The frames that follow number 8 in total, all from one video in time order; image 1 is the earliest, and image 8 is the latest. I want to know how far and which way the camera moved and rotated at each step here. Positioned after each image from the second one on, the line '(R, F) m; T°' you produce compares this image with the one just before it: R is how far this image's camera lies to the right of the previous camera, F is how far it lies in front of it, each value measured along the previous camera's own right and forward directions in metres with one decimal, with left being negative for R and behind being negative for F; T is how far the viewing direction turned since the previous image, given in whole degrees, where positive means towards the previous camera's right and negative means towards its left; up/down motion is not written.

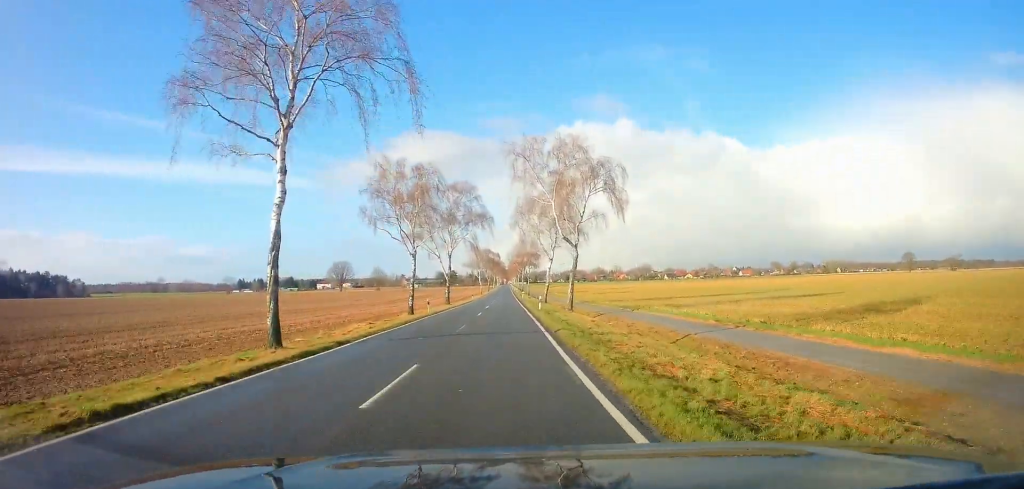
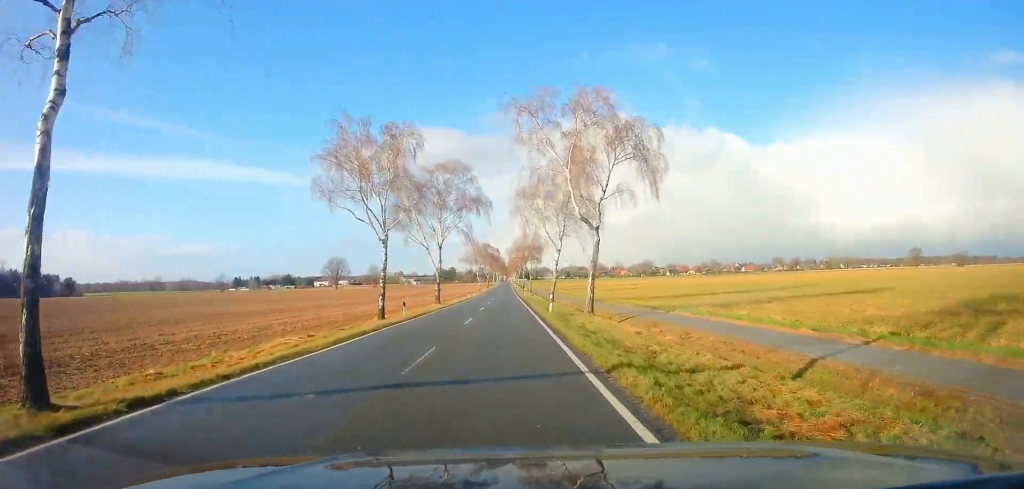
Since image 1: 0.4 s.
(-0.1, +9.5) m; 0°
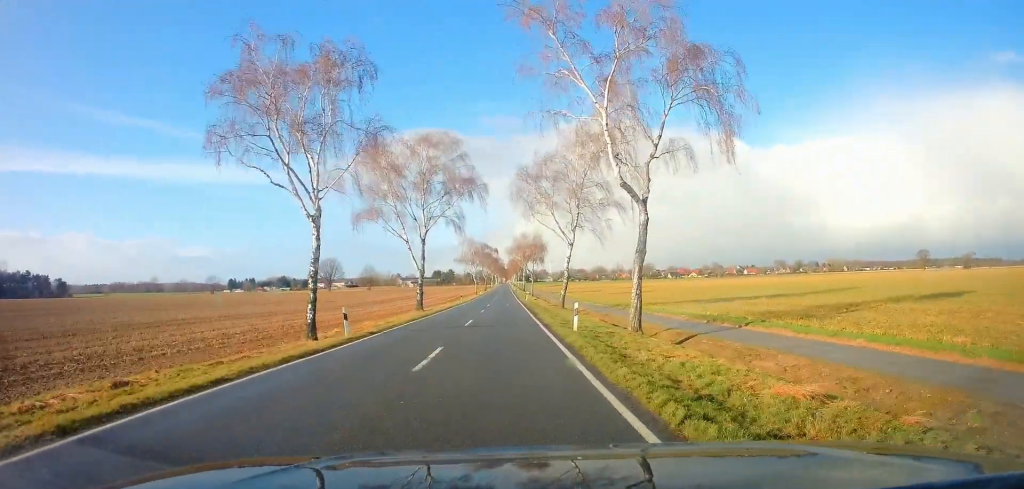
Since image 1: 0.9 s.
(-0.2, +11.1) m; 0°
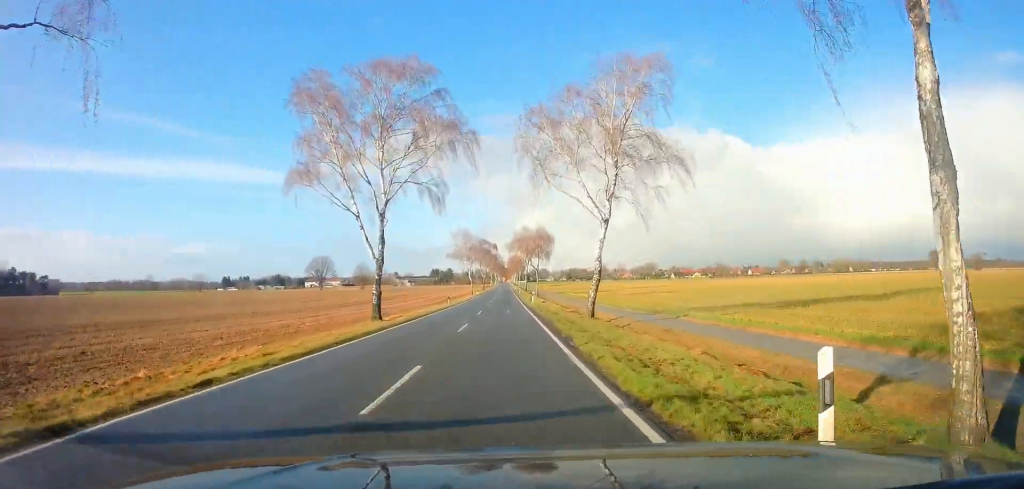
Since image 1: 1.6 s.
(+0.1, +15.3) m; 0°
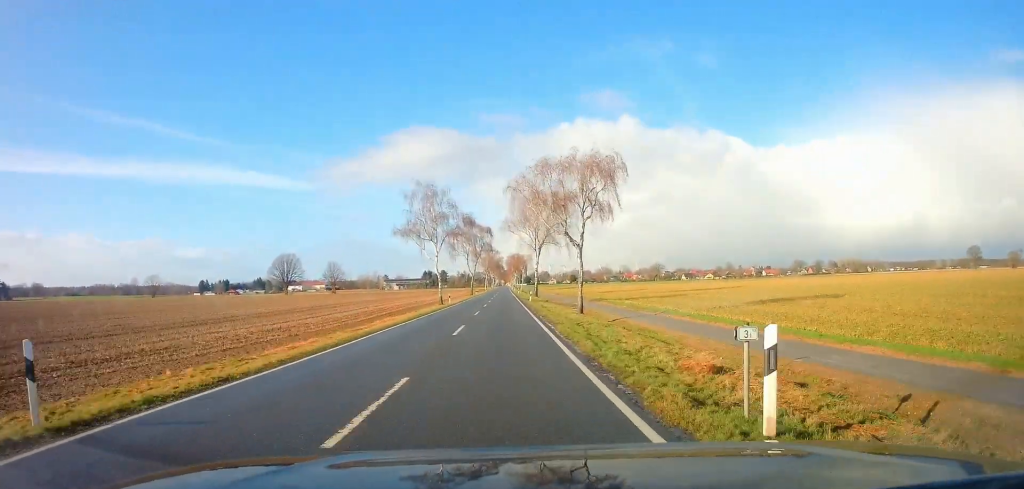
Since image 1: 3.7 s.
(-0.2, +48.6) m; 0°
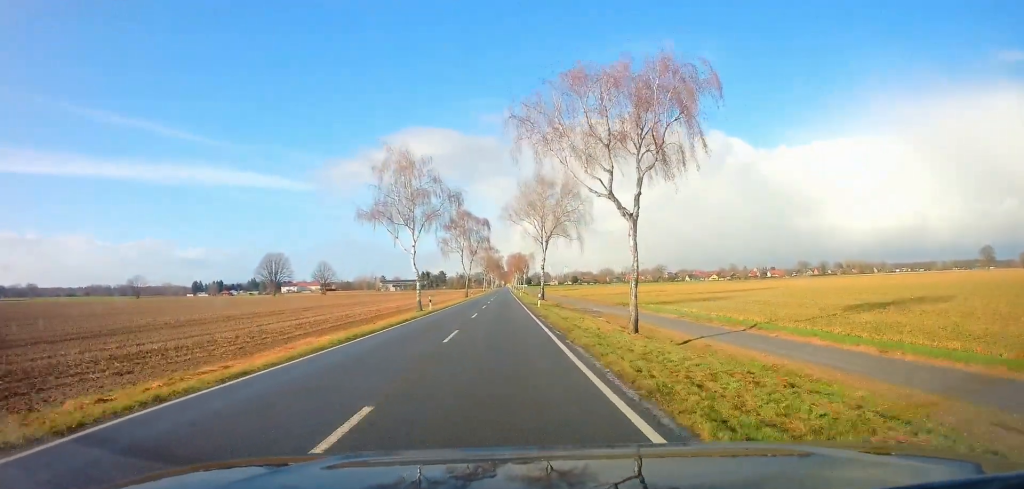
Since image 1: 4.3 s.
(+0.1, +14.0) m; 0°
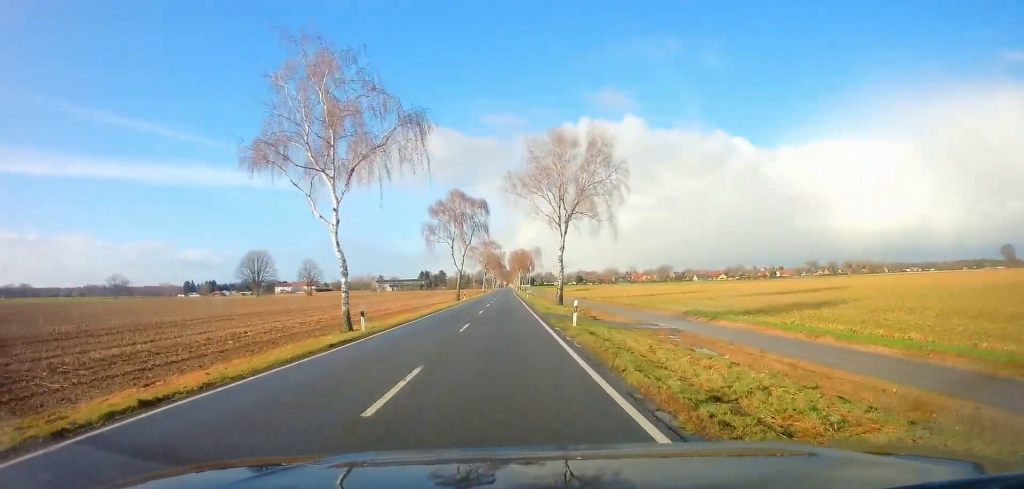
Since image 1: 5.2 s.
(0.0, +20.1) m; +1°
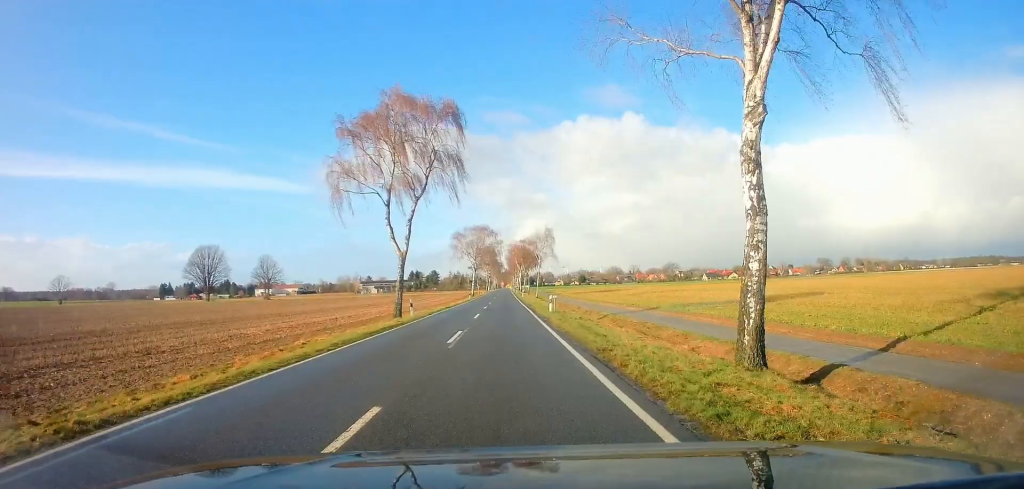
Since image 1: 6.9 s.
(-0.4, +38.6) m; -2°
